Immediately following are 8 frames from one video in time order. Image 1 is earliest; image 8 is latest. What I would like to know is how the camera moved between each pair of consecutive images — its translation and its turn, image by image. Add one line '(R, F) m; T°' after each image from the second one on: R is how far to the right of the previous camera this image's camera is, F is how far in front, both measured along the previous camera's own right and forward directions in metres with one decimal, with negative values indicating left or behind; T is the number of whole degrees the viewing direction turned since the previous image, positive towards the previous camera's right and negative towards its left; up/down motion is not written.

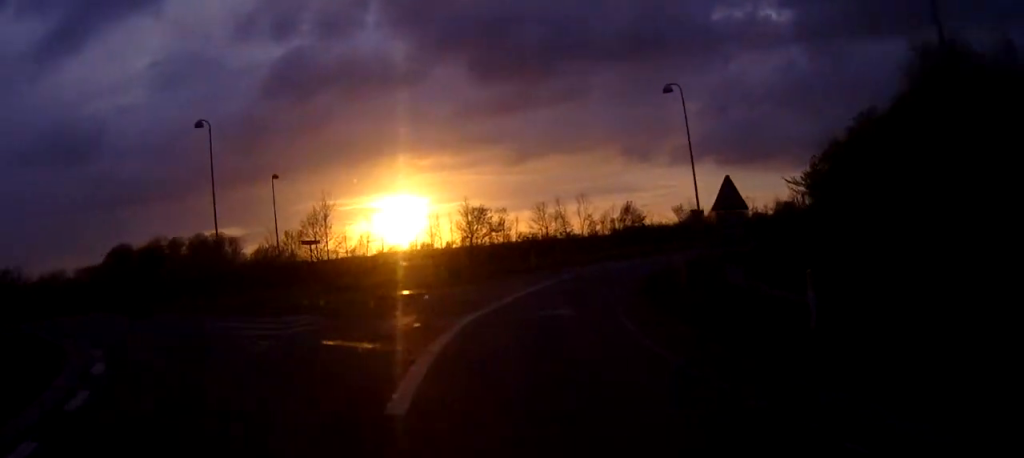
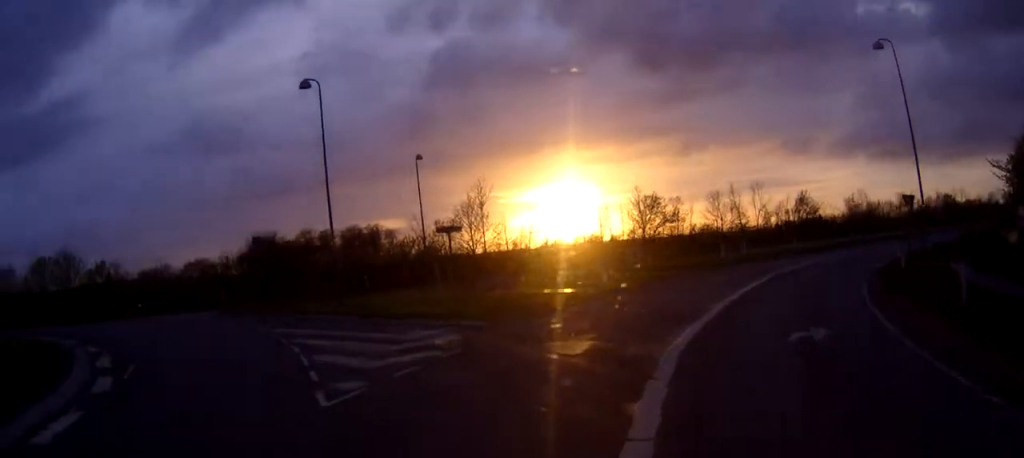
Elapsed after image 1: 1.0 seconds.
(-0.9, +6.8) m; -13°
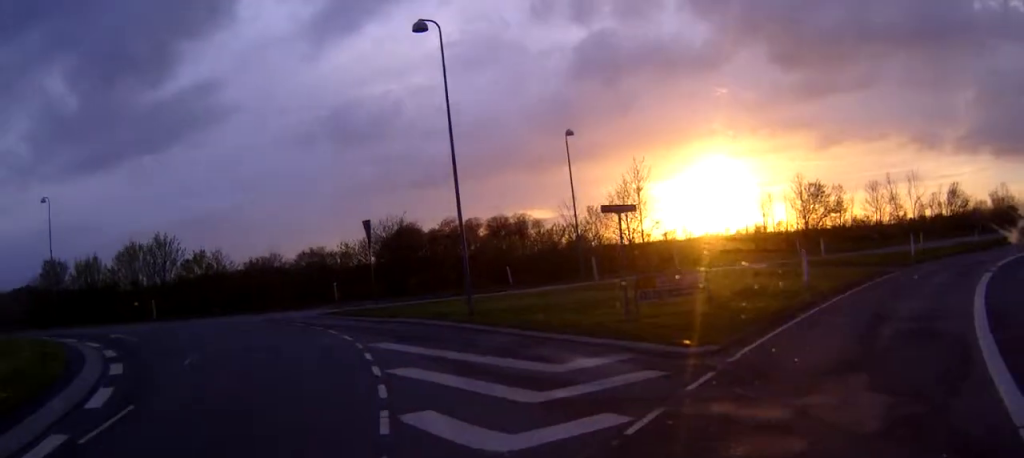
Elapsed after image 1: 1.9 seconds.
(-0.8, +6.1) m; -13°
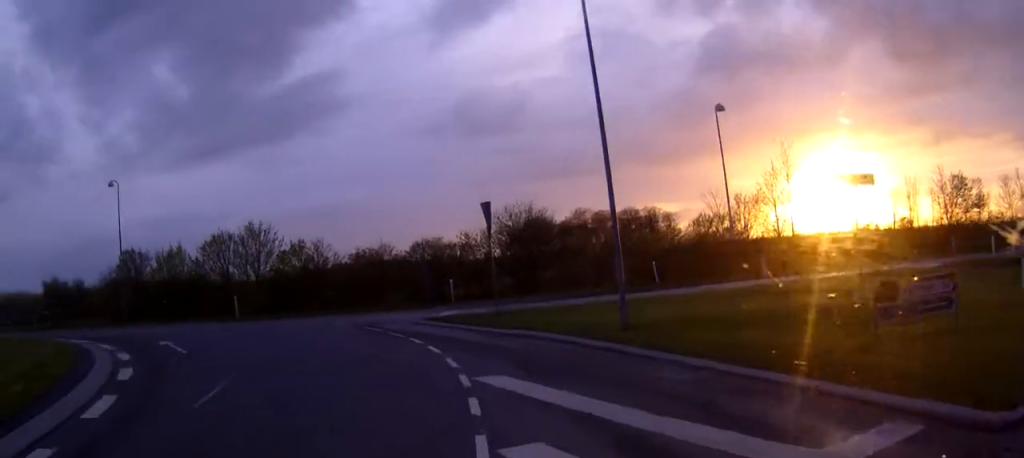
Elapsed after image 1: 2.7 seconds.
(-0.6, +5.4) m; -9°
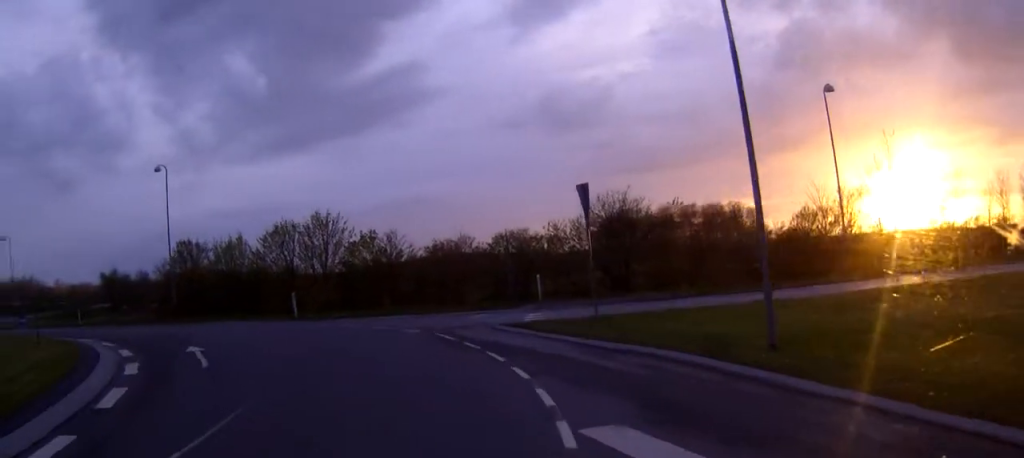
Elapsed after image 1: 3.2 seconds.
(-0.2, +3.7) m; -6°
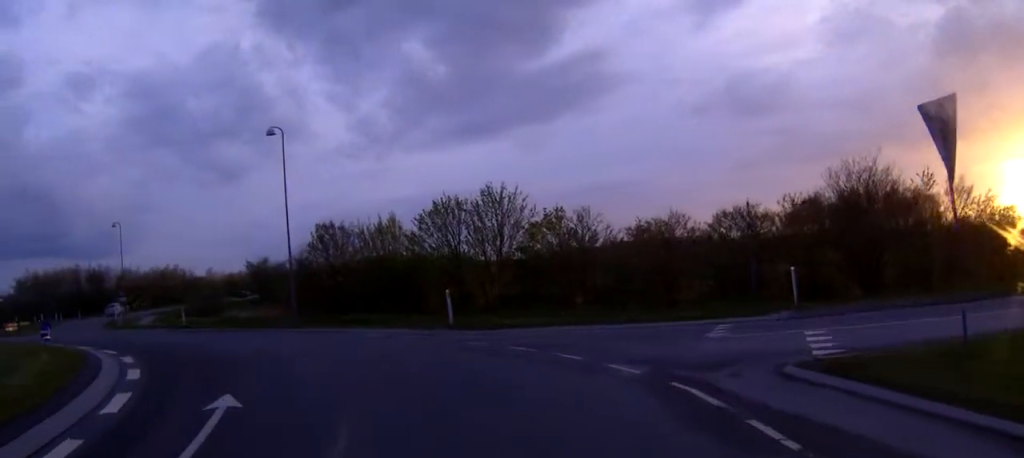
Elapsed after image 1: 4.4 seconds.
(-1.0, +8.6) m; -14°
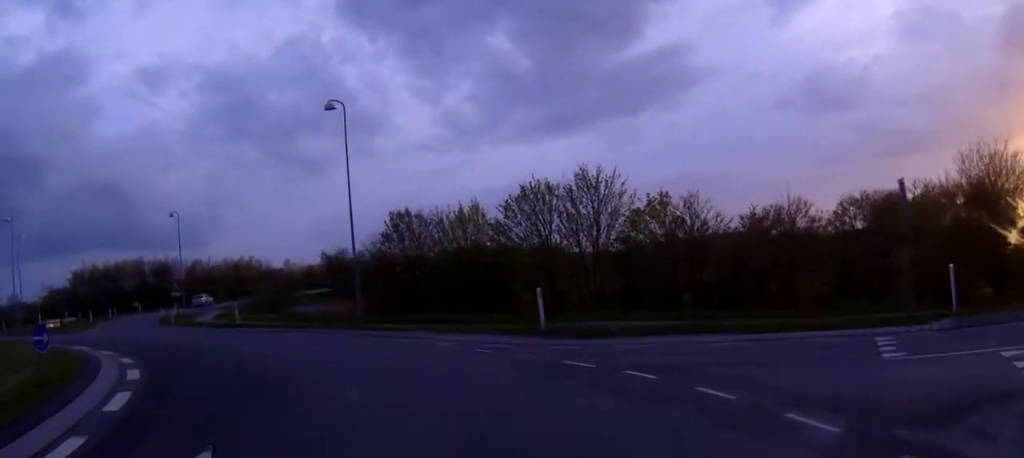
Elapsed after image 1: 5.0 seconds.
(-0.1, +4.0) m; -7°
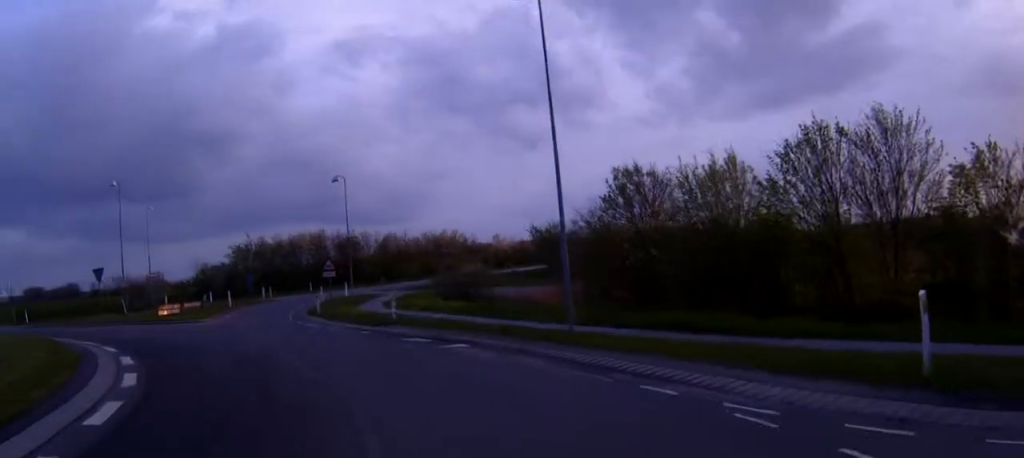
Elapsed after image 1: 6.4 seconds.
(-1.5, +9.9) m; -16°
